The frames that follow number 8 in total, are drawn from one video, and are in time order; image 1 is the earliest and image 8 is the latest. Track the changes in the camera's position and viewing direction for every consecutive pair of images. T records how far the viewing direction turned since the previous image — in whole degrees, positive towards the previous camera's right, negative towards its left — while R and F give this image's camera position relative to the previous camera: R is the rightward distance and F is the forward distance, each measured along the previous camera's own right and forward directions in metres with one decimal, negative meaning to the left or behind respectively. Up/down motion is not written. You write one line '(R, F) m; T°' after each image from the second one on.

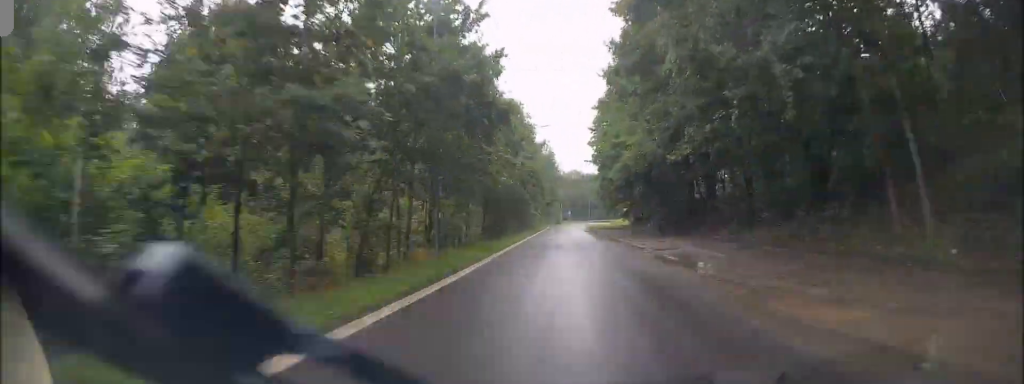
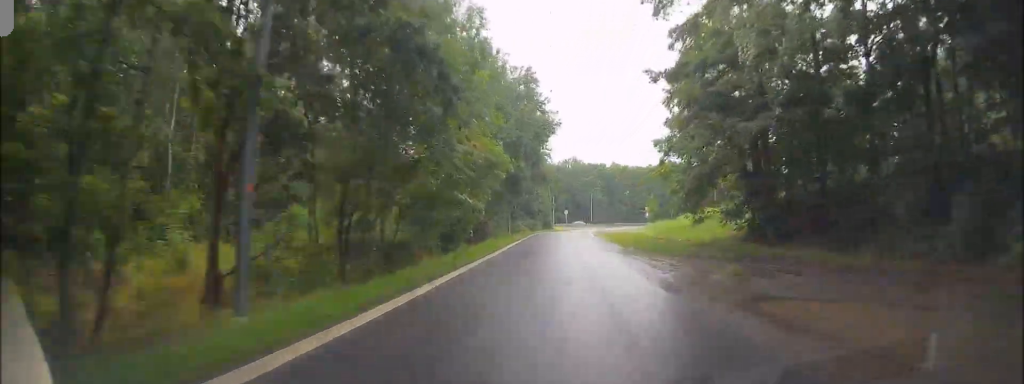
(+0.7, +49.5) m; +1°
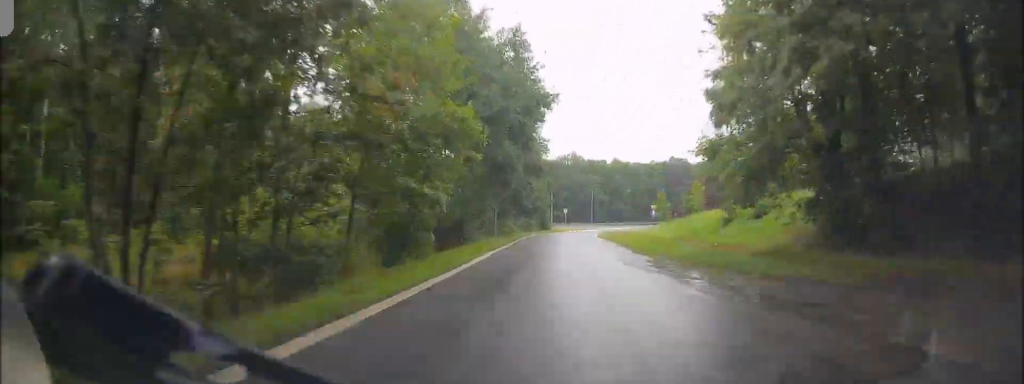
(0.0, +8.6) m; 0°
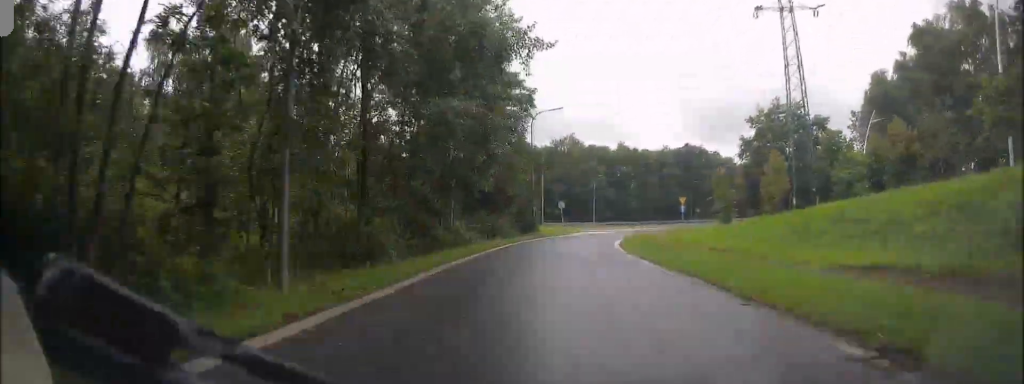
(0.0, +27.1) m; 0°
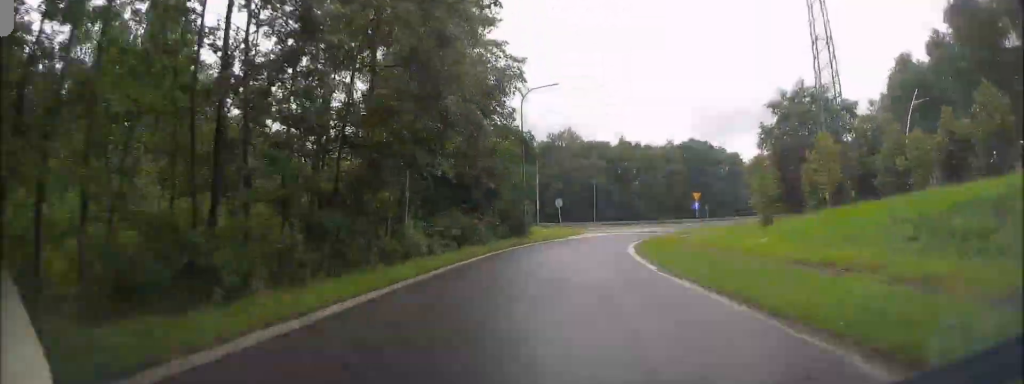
(-0.1, +8.7) m; +1°
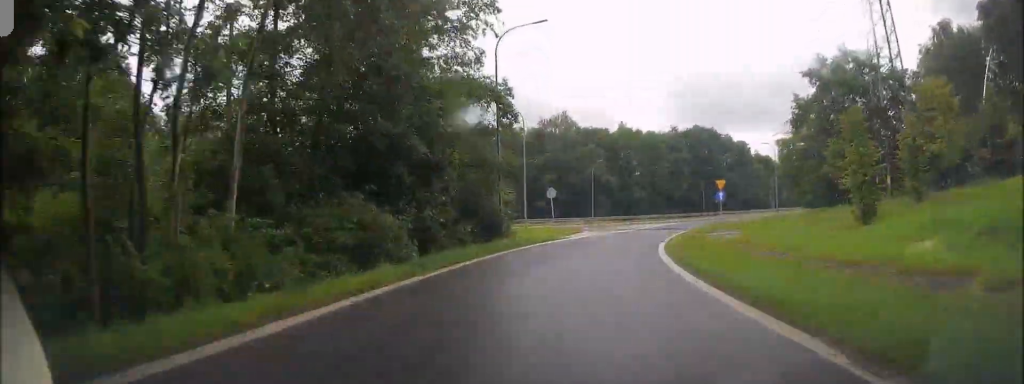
(-0.2, +12.0) m; +2°
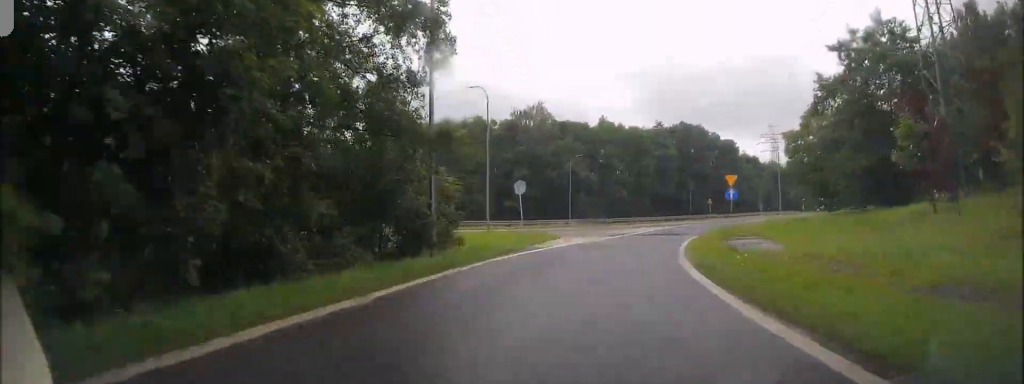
(+0.5, +10.0) m; +3°
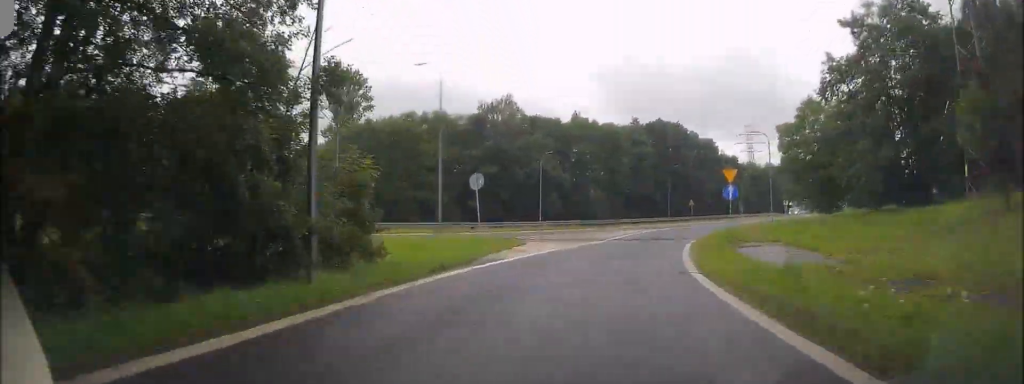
(+0.1, +6.6) m; +2°
